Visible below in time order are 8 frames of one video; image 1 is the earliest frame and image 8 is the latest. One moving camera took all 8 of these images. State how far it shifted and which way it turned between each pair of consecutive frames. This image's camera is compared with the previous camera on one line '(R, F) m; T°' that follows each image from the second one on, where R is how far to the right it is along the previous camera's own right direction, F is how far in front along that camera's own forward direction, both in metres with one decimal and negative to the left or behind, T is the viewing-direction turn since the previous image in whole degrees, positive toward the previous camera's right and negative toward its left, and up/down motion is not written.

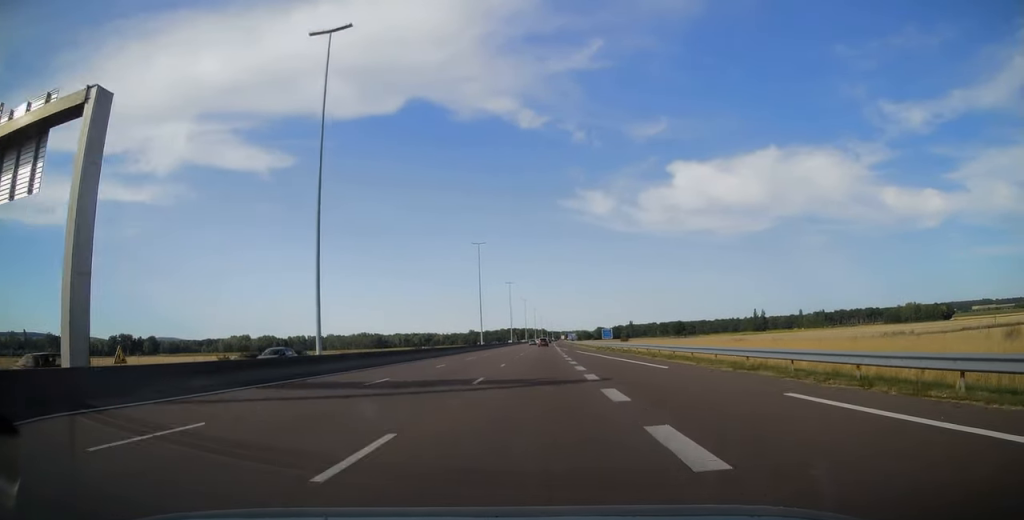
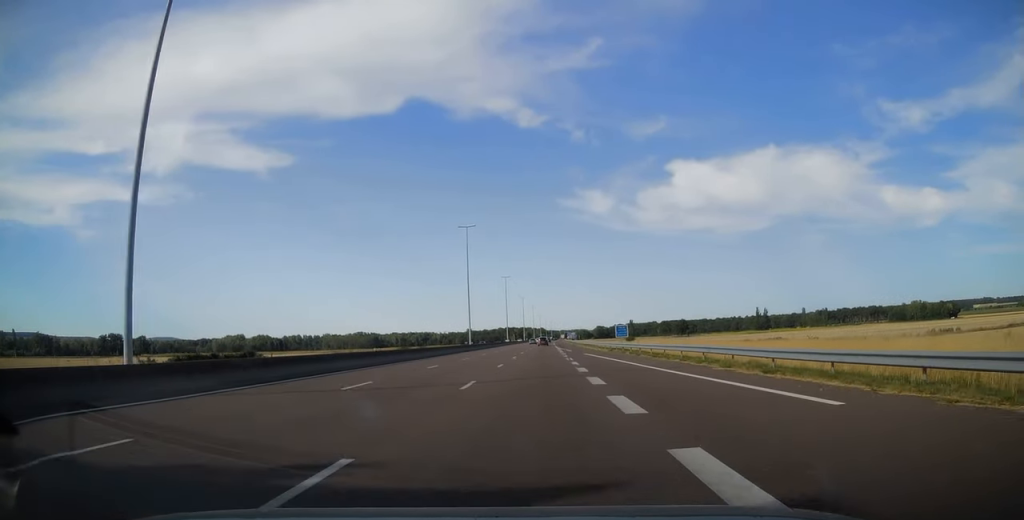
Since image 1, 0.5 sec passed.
(0.0, +15.0) m; 0°
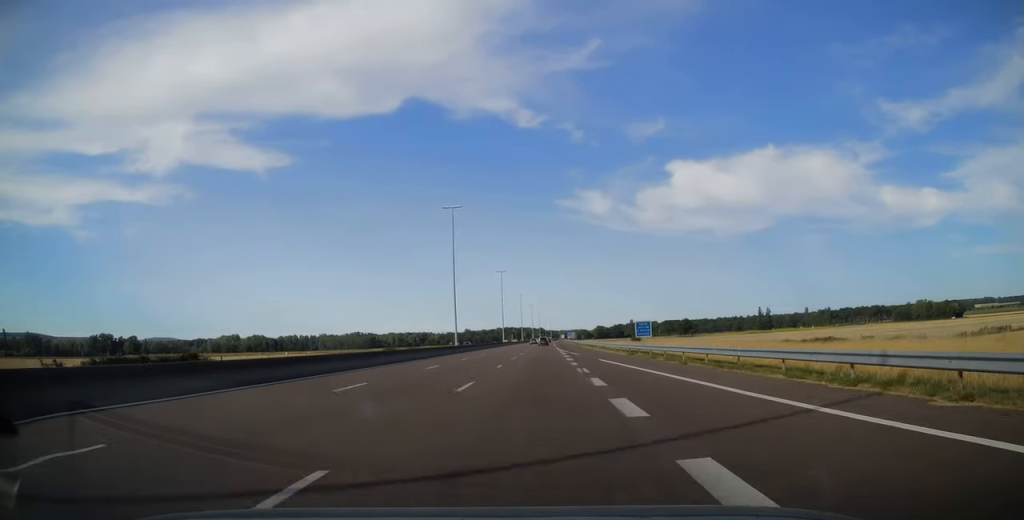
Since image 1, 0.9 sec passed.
(0.0, +13.5) m; 0°
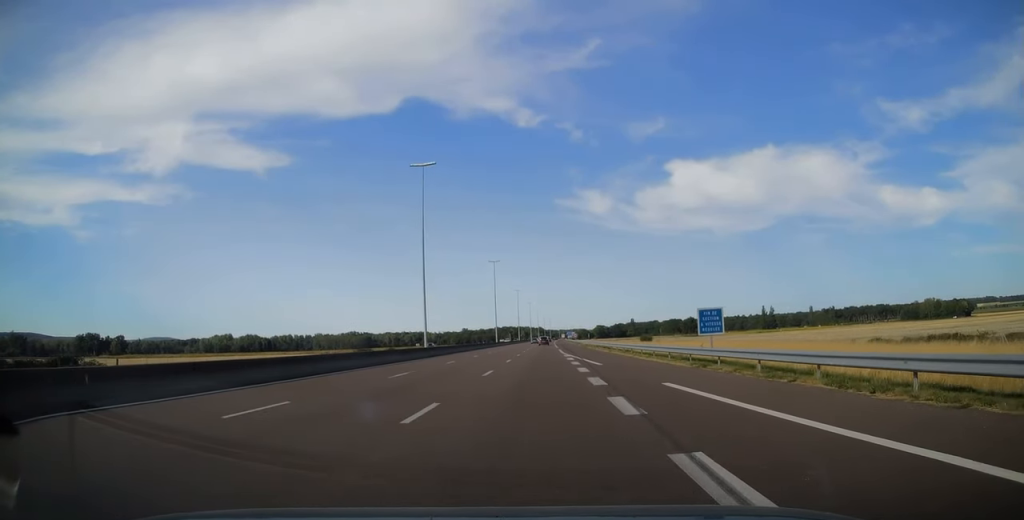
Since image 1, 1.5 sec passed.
(0.0, +19.1) m; 0°
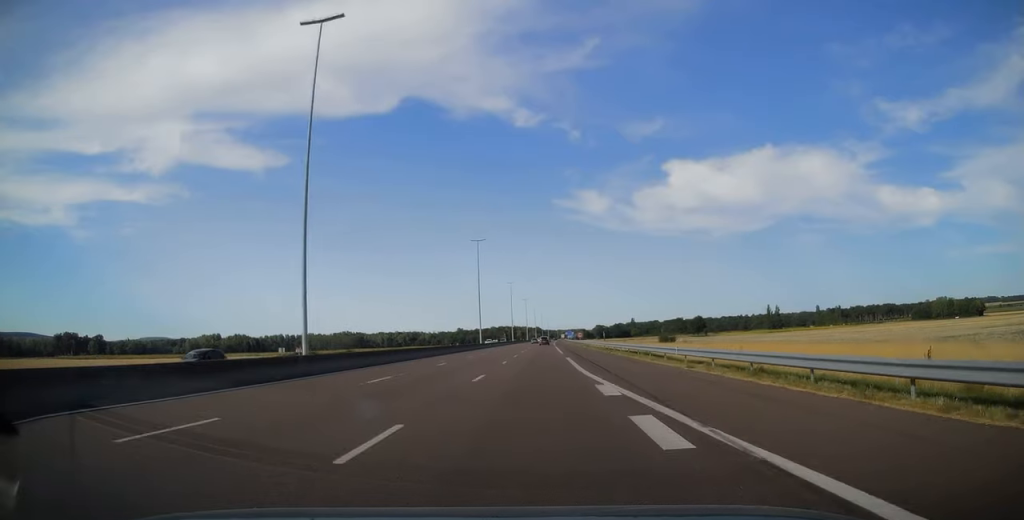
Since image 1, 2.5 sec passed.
(0.0, +28.9) m; +1°
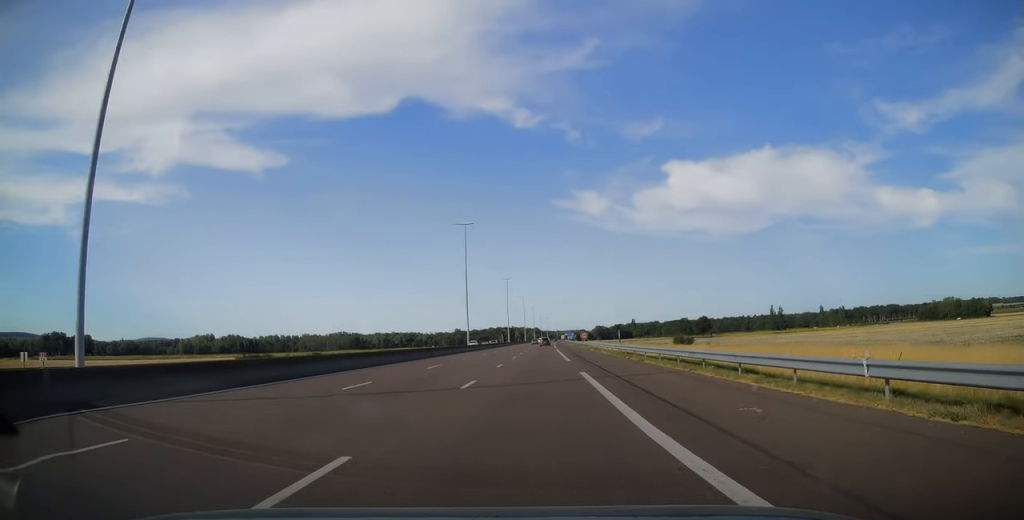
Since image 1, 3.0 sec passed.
(+0.3, +15.4) m; 0°
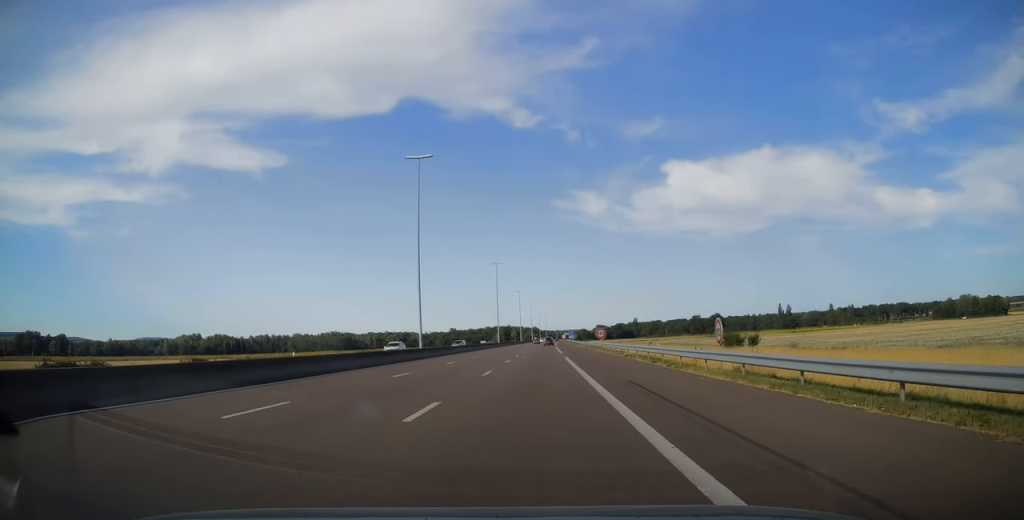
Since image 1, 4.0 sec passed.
(-0.1, +33.0) m; 0°
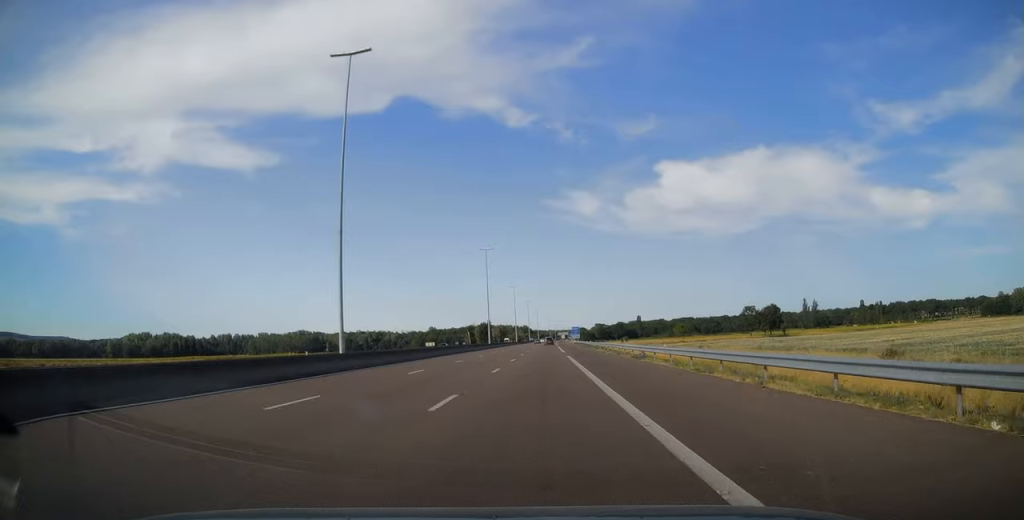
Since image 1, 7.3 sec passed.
(+0.2, +101.6) m; 0°
